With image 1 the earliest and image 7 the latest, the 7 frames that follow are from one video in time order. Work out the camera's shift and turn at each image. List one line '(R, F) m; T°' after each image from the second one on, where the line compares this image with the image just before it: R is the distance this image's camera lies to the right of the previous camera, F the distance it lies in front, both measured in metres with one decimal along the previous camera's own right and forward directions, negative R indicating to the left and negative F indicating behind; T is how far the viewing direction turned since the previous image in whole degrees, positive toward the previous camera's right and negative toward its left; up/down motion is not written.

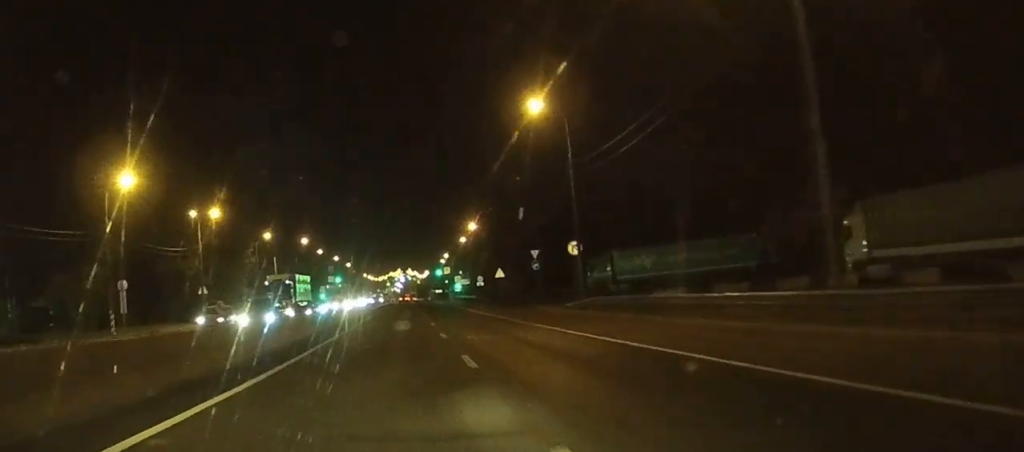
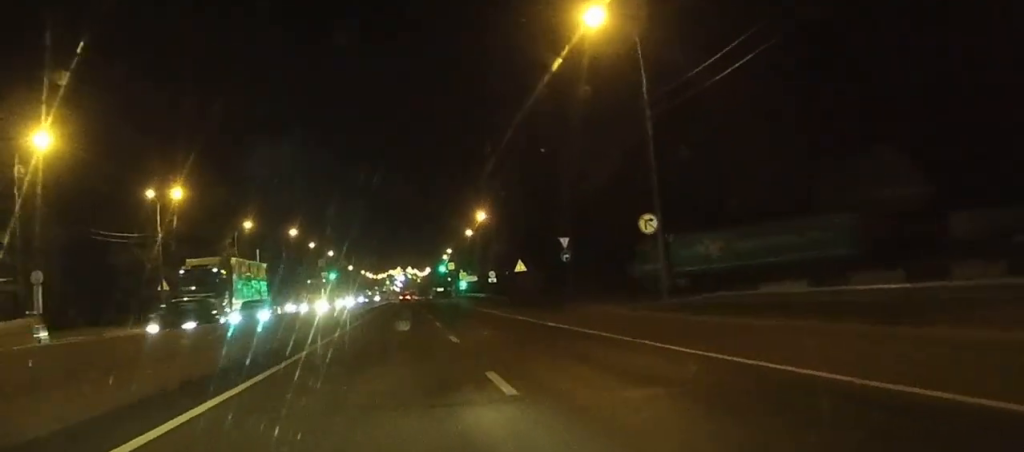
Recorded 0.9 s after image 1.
(0.0, +16.8) m; 0°
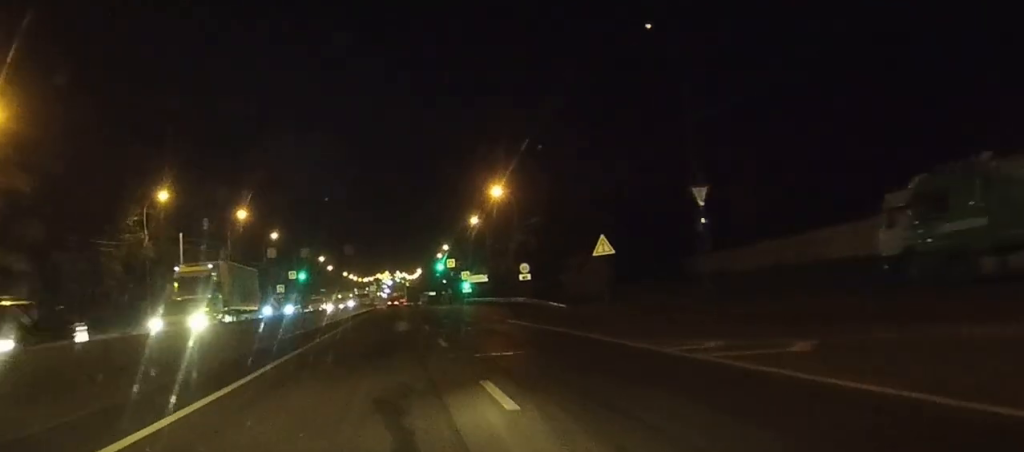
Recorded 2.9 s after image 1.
(+0.2, +36.9) m; +1°
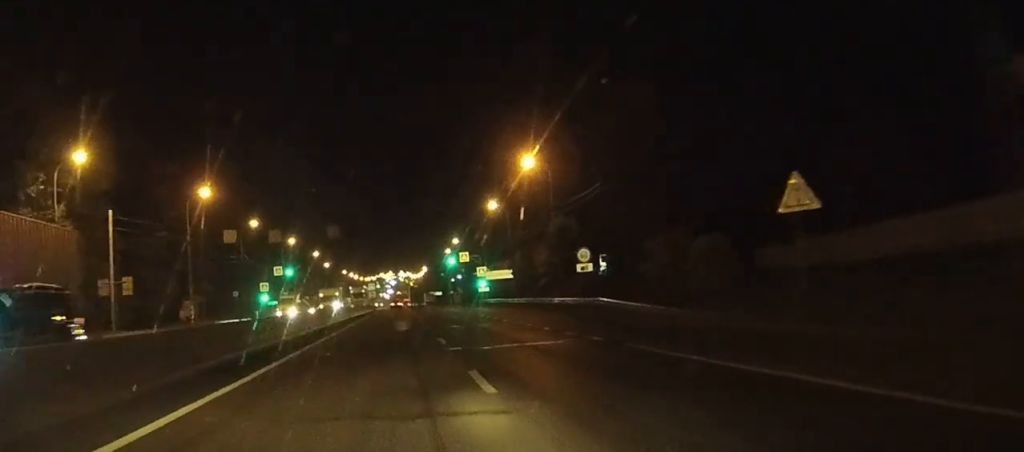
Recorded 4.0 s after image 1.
(0.0, +22.1) m; 0°
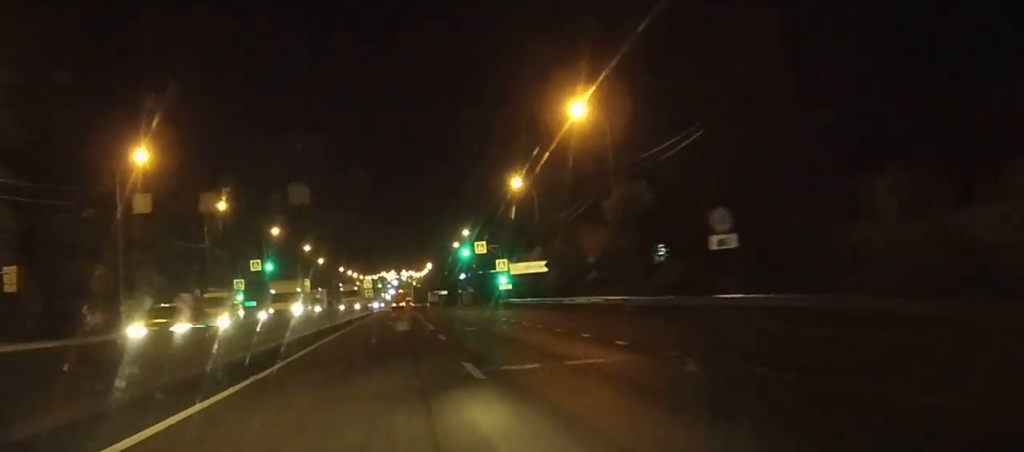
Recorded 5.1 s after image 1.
(-0.1, +20.8) m; 0°
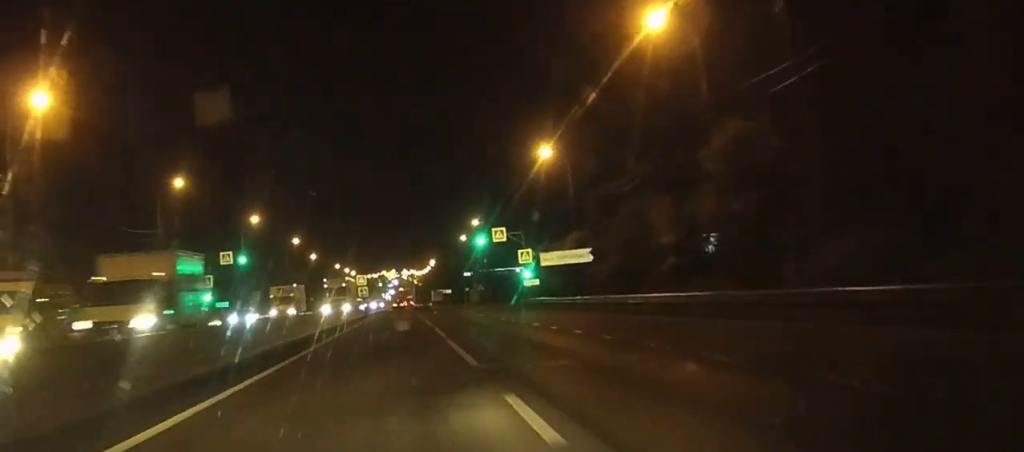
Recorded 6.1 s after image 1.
(0.0, +18.3) m; 0°
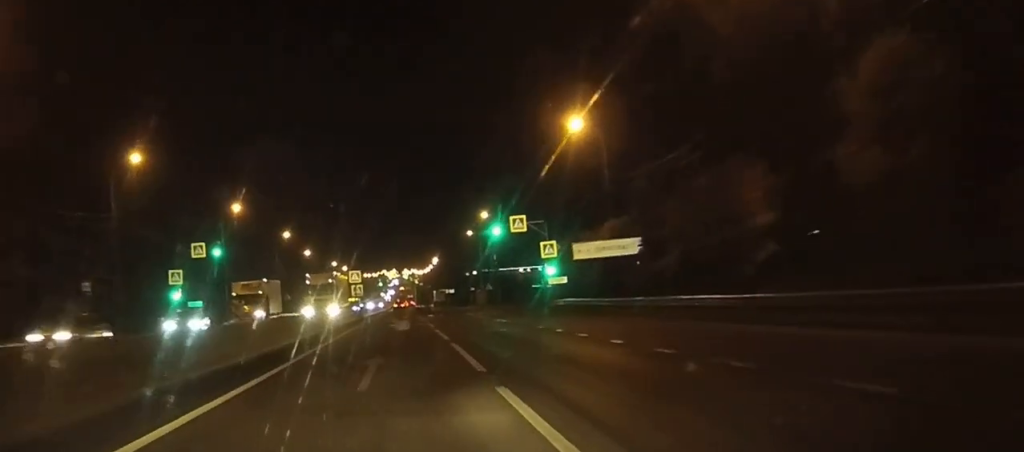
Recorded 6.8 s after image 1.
(0.0, +12.6) m; 0°
